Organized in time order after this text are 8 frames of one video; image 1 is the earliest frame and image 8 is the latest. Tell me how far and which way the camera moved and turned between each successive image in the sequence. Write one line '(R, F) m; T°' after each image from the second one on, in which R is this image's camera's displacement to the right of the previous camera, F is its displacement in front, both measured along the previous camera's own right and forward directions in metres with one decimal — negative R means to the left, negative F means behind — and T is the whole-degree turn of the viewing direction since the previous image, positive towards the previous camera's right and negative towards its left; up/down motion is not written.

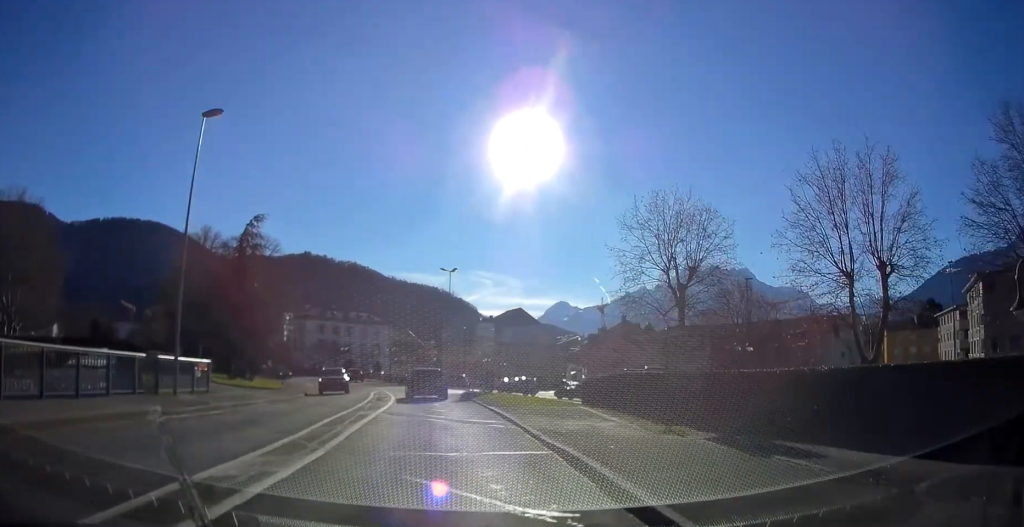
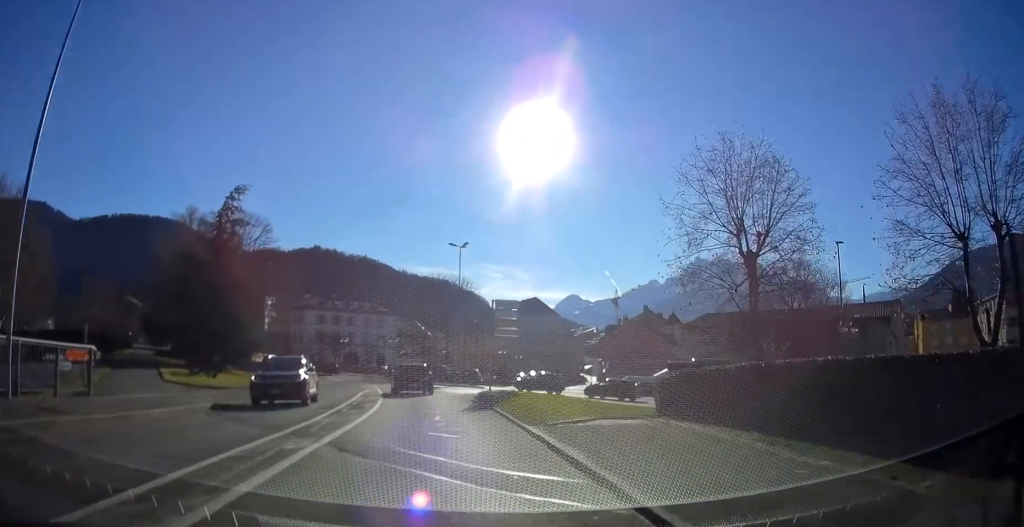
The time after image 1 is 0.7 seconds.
(-0.1, +8.3) m; -1°
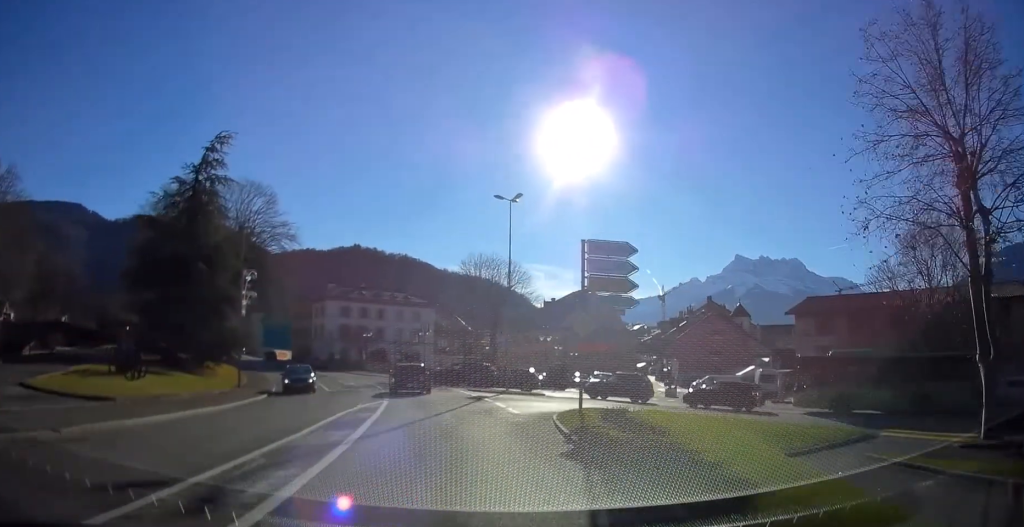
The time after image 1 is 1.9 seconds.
(-0.3, +12.9) m; -3°
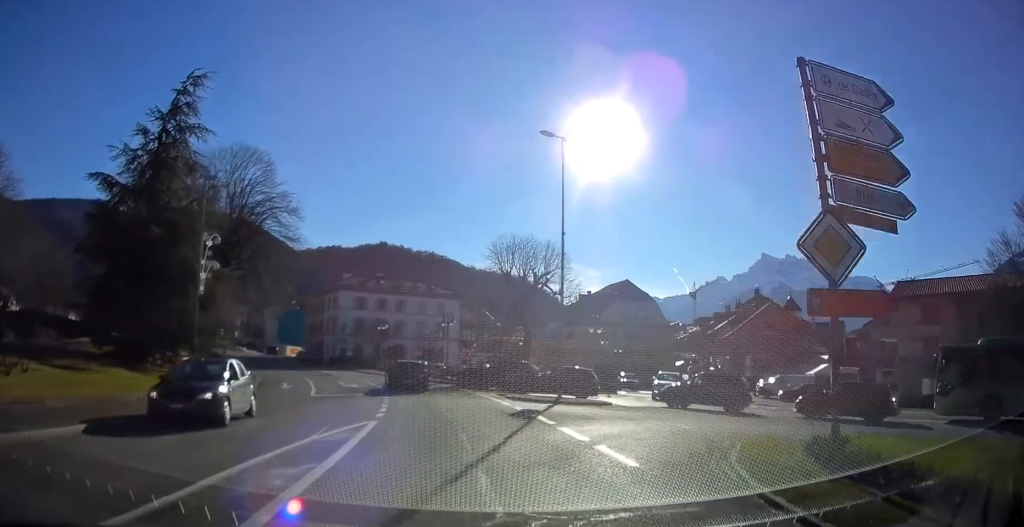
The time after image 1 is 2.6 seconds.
(-0.3, +8.8) m; -3°
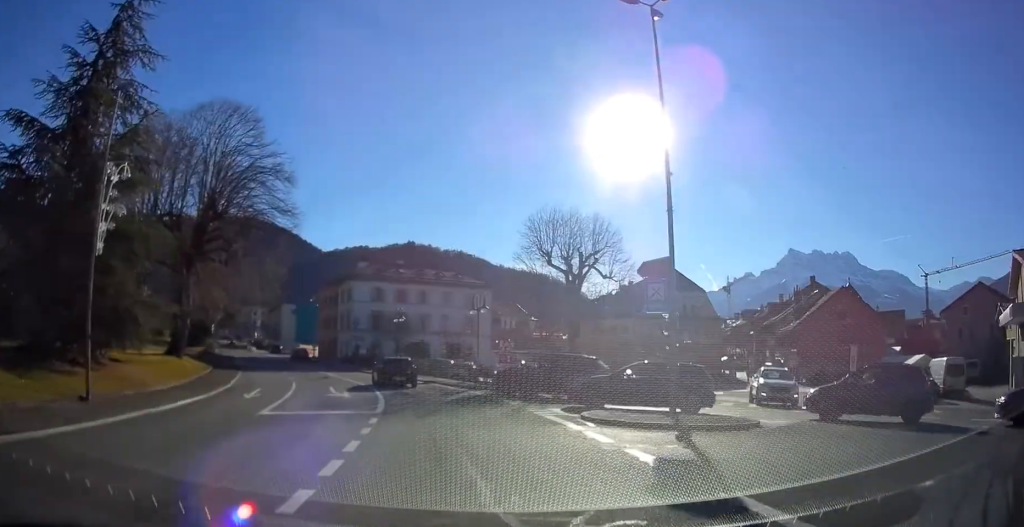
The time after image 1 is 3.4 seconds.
(-0.3, +9.6) m; -3°
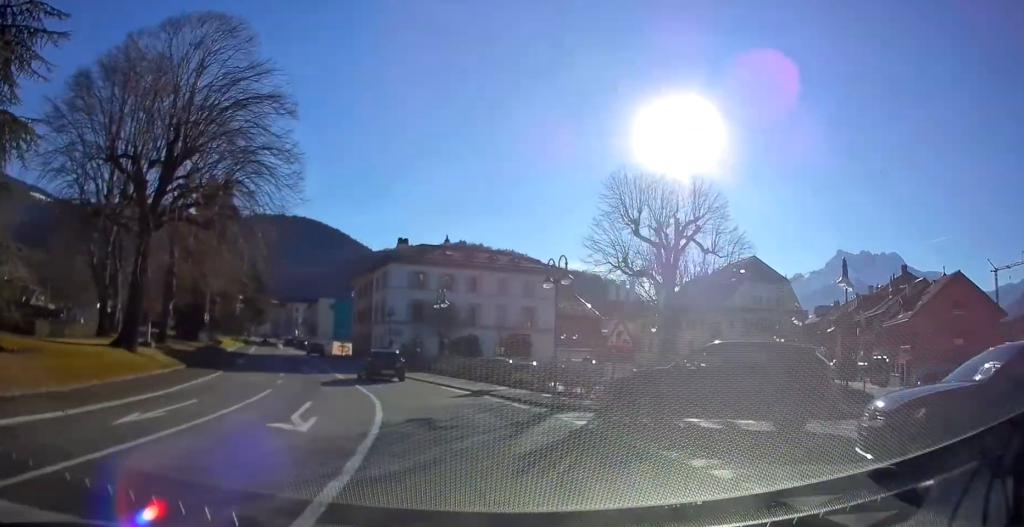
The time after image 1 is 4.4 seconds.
(-0.4, +11.9) m; -4°
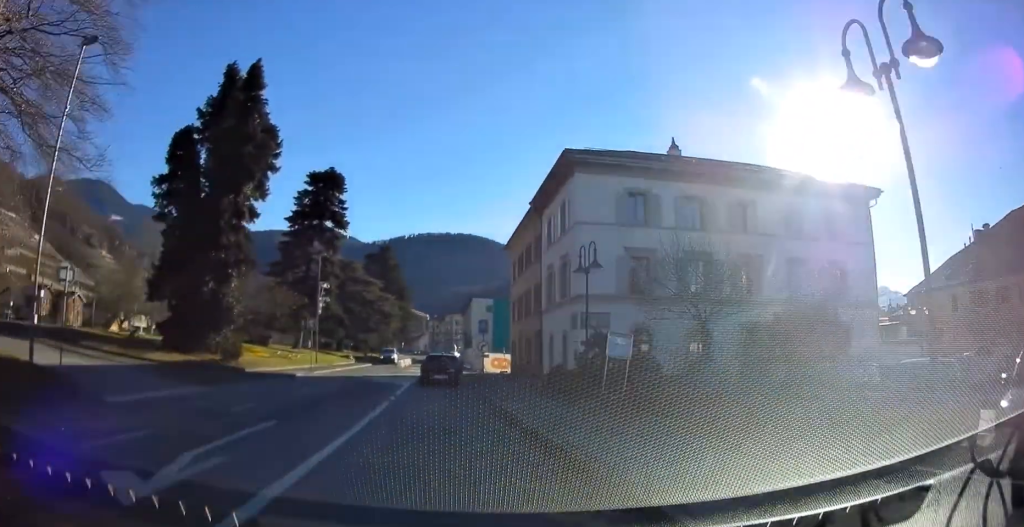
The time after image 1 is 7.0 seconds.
(-3.5, +30.7) m; -14°
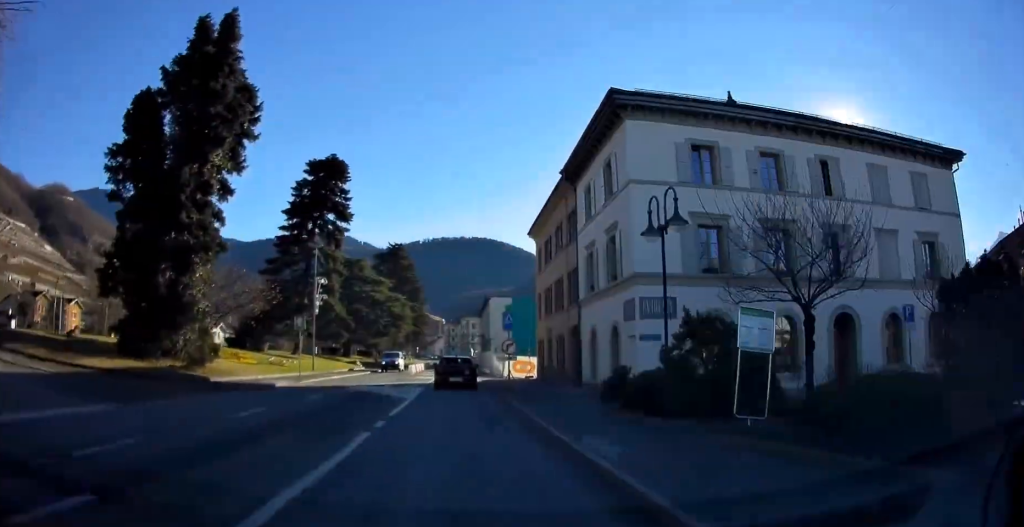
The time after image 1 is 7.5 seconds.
(-0.3, +6.2) m; -2°
